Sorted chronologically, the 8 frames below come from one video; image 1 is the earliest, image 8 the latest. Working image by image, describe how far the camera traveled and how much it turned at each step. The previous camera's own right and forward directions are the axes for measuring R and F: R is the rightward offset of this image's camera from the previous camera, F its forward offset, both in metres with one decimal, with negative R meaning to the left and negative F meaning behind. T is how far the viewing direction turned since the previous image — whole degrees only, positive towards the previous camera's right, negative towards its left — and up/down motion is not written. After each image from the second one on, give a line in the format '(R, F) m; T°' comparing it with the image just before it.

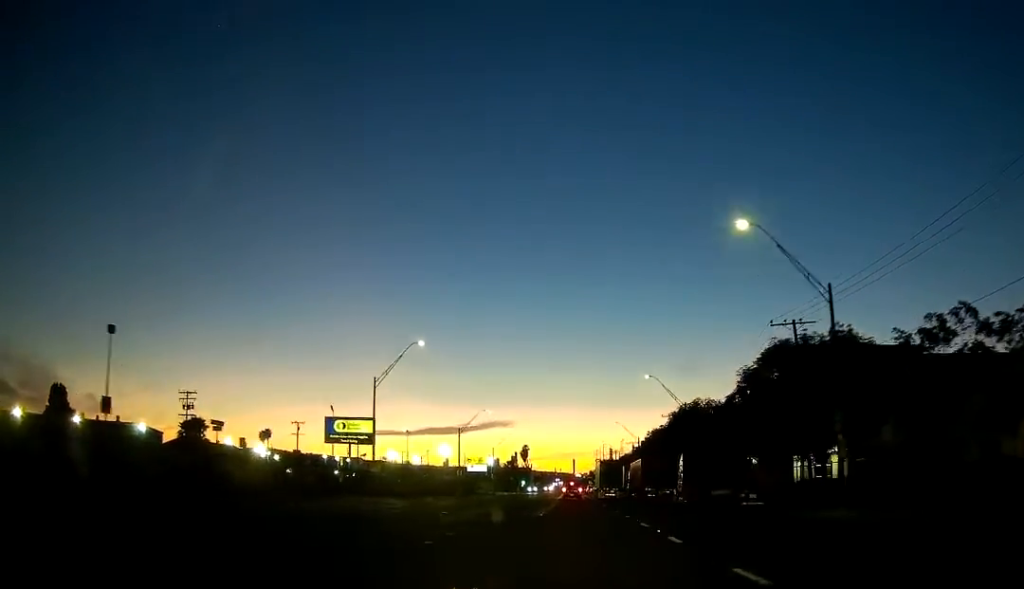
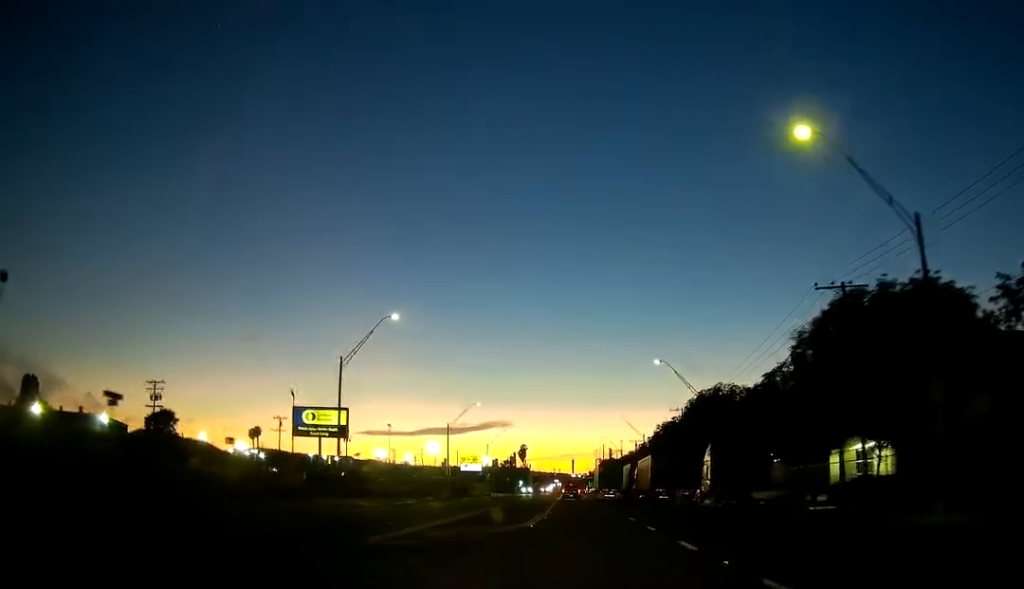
(-0.1, +8.9) m; 0°
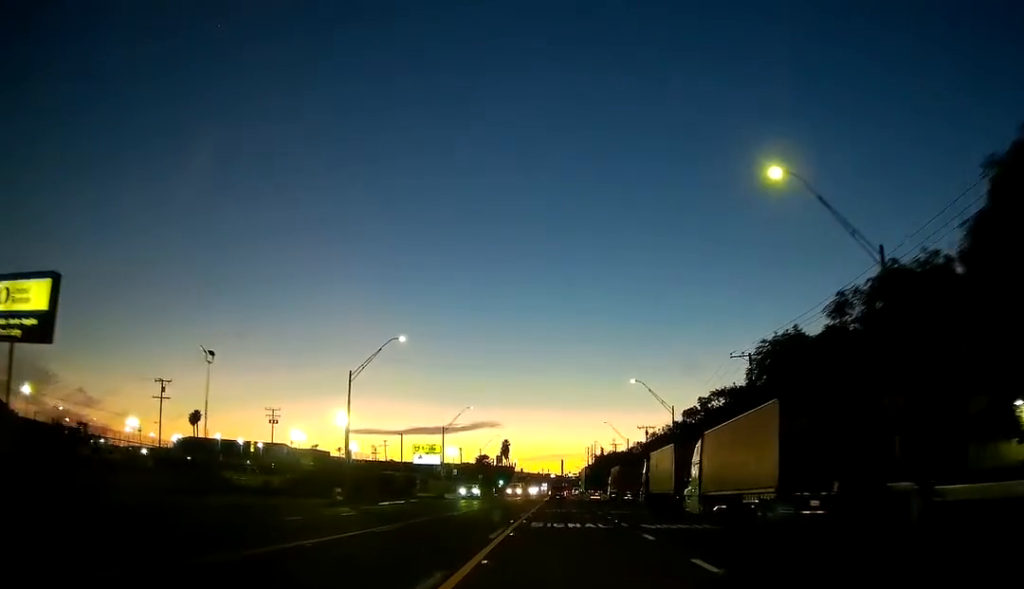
(+1.2, +41.1) m; +2°
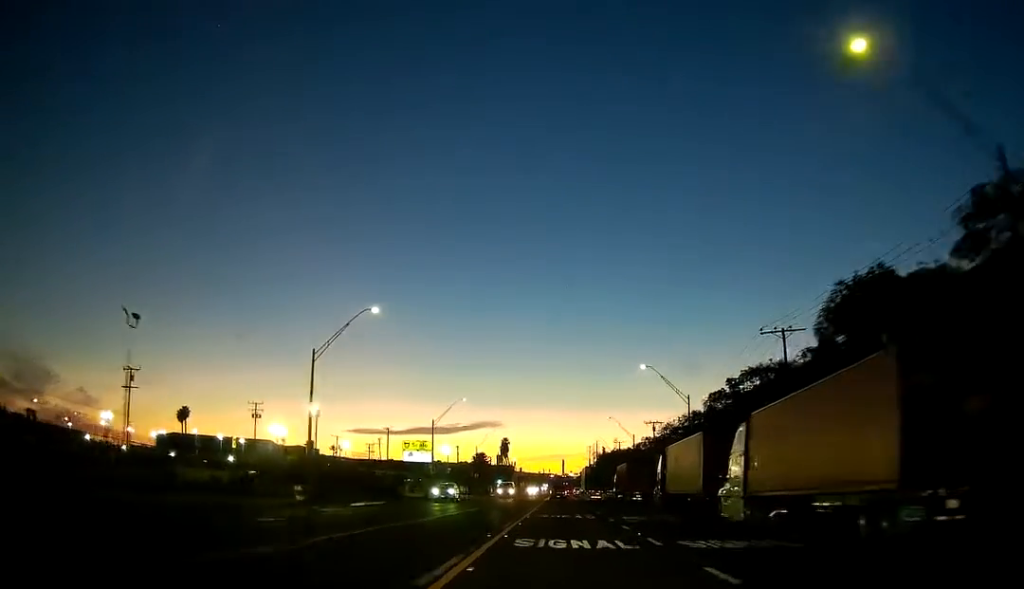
(-0.1, +8.3) m; 0°
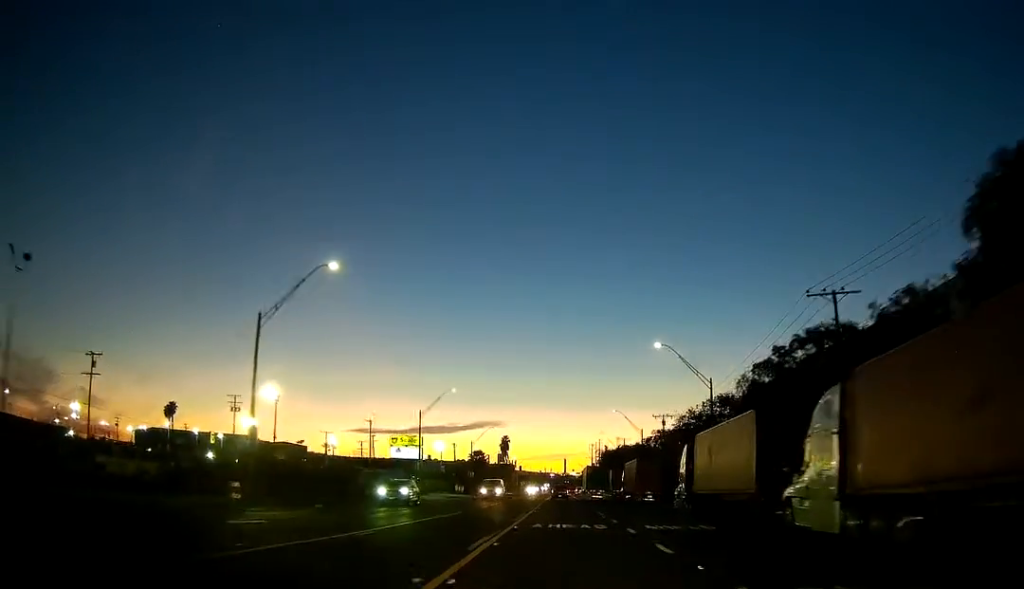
(0.0, +9.6) m; 0°
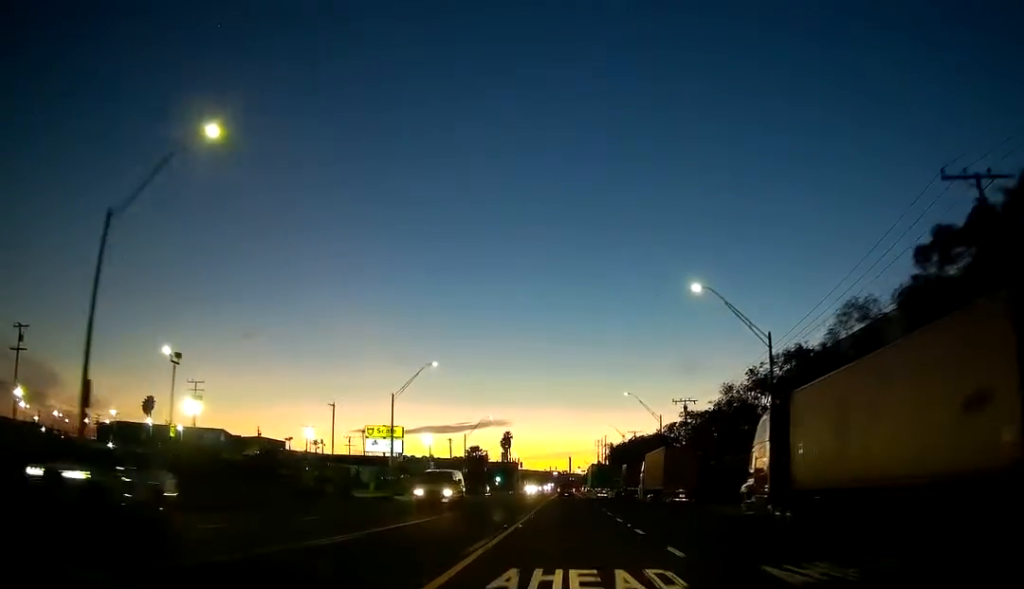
(0.0, +14.7) m; 0°
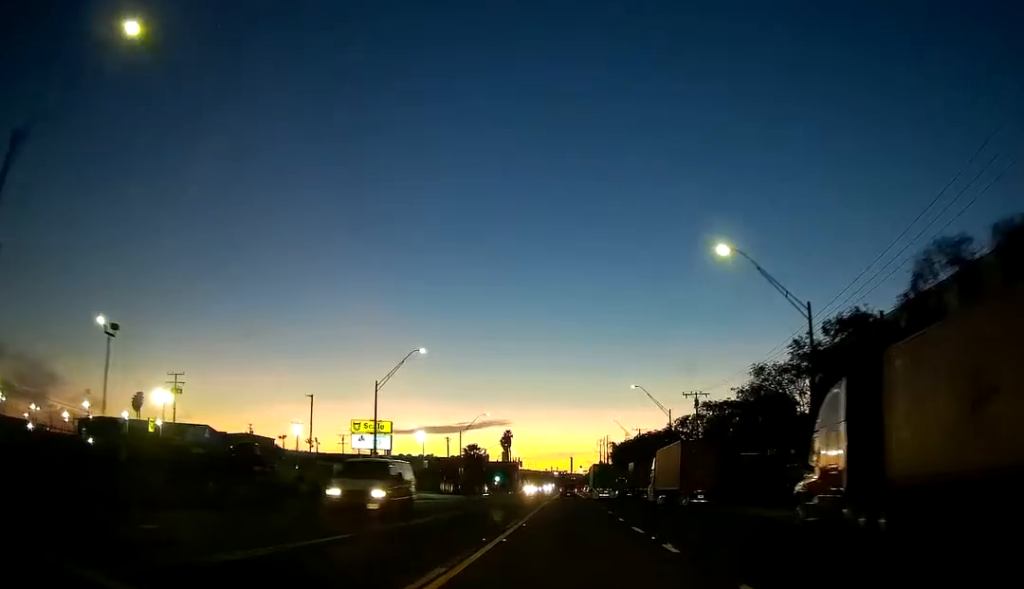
(0.0, +6.9) m; 0°
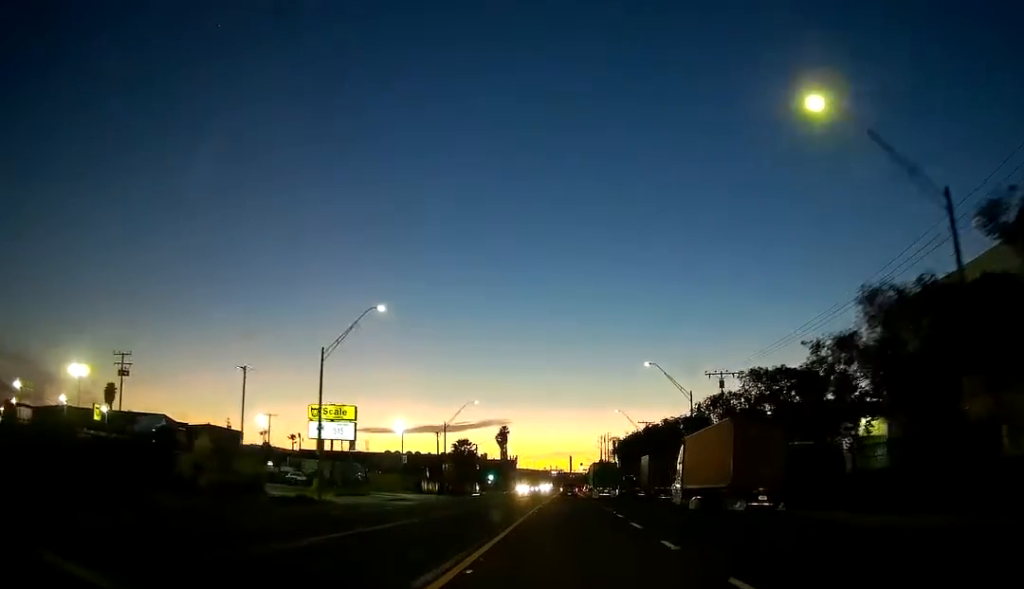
(0.0, +14.3) m; 0°
